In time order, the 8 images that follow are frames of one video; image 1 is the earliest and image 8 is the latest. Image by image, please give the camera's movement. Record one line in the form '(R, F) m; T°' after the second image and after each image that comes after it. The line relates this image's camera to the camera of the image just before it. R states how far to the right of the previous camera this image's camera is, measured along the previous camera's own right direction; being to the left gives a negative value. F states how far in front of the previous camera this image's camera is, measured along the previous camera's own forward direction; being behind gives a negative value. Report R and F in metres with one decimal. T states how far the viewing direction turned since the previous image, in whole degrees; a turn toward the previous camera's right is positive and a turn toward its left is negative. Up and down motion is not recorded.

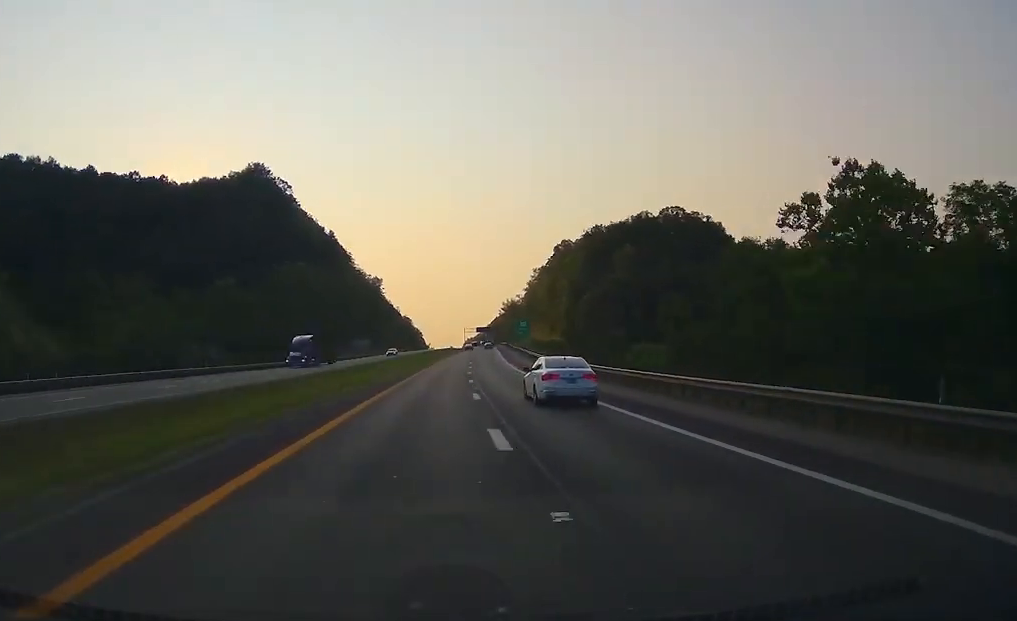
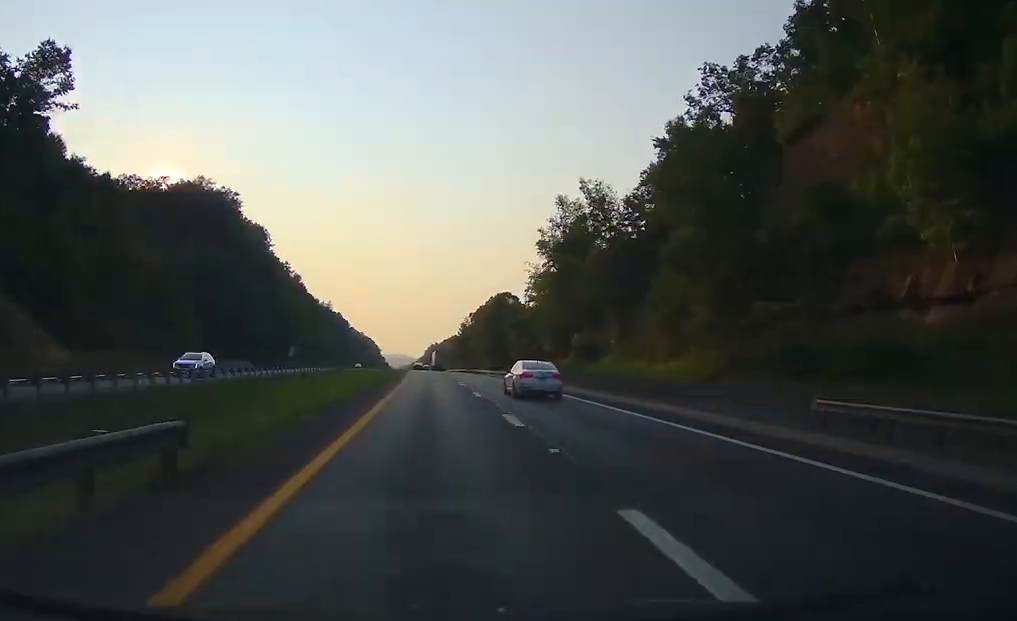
(+9.0, +305.6) m; 0°
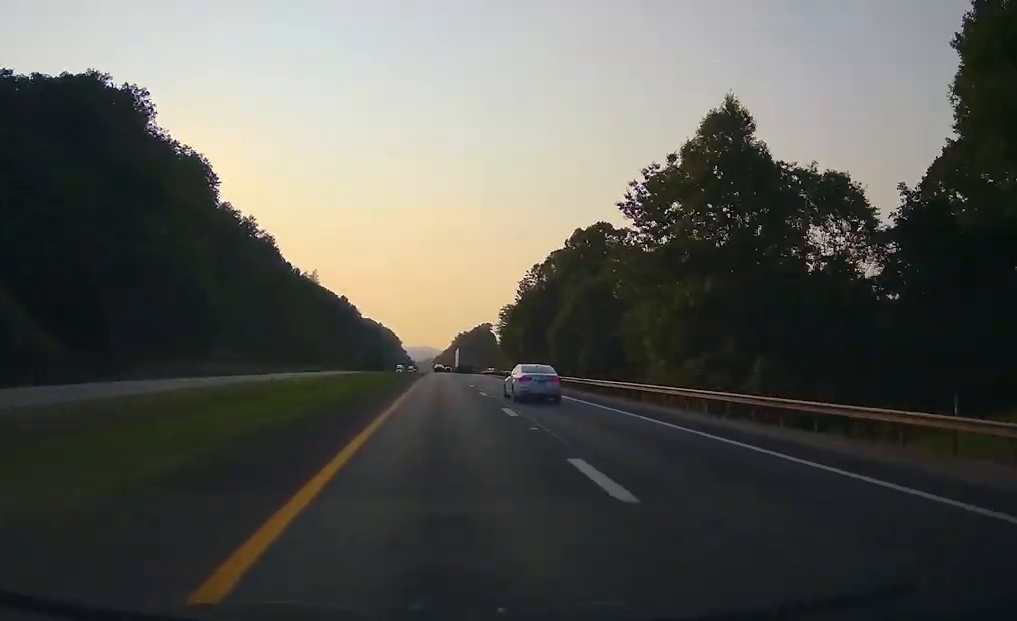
(-2.3, +115.3) m; 0°
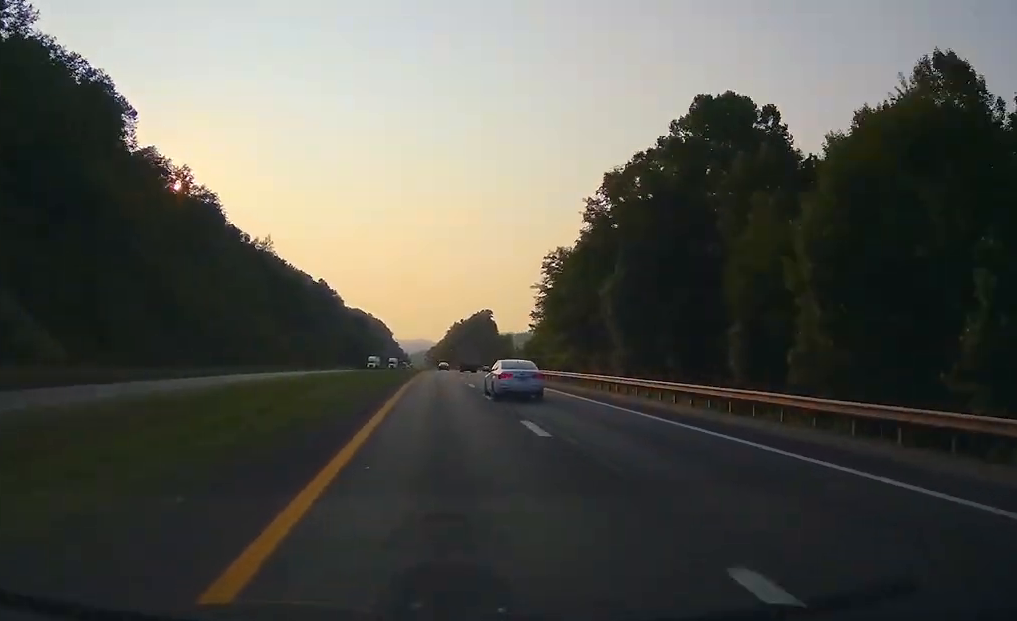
(+0.4, +64.1) m; +2°
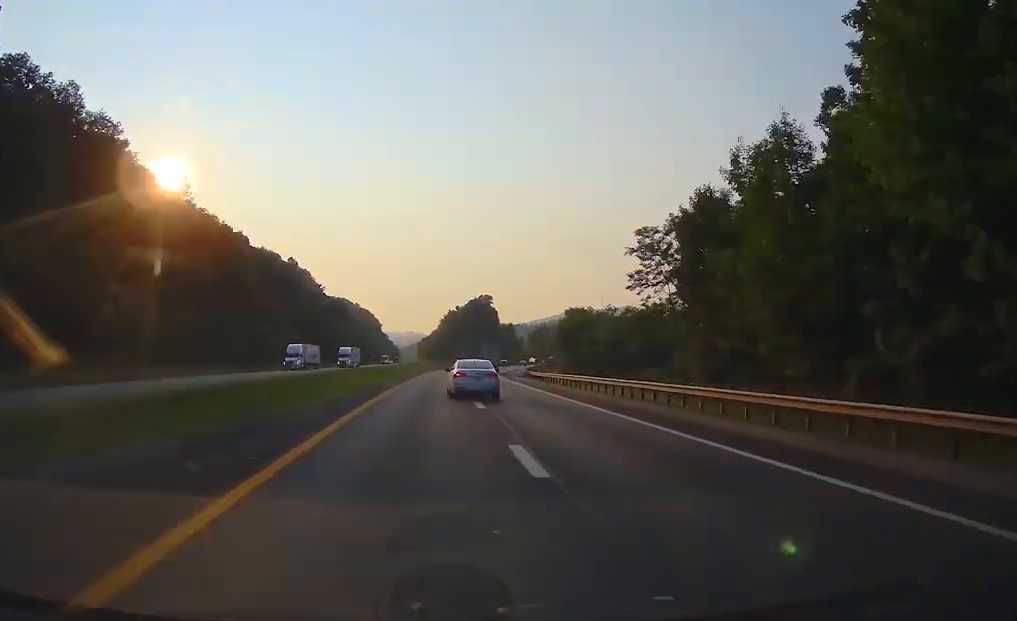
(-1.1, +64.0) m; +2°
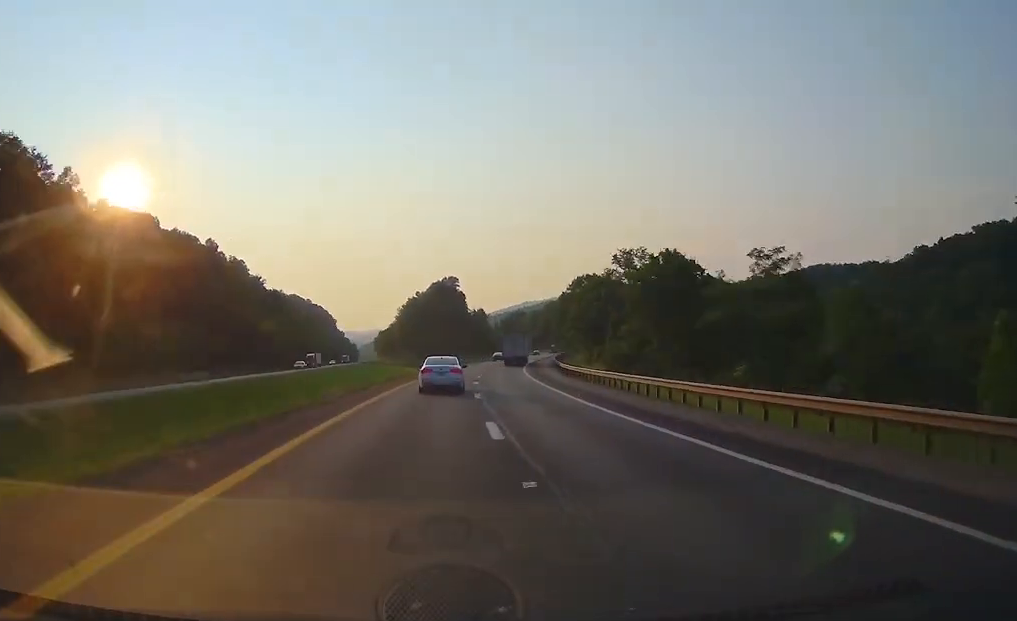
(+2.5, +67.6) m; +3°
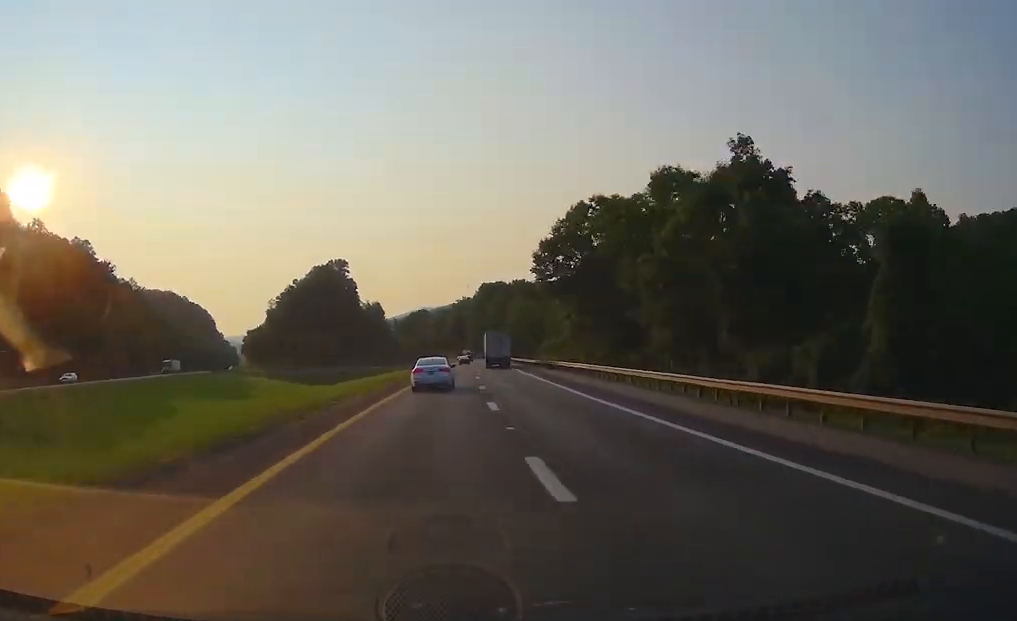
(+3.2, +90.2) m; +5°
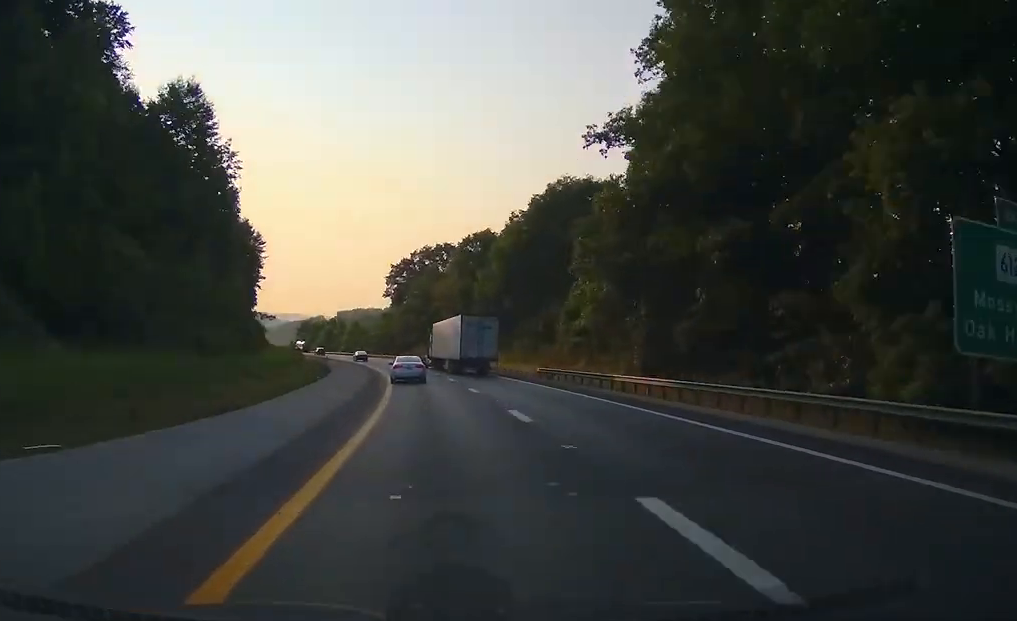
(-3.4, +246.1) m; -11°
